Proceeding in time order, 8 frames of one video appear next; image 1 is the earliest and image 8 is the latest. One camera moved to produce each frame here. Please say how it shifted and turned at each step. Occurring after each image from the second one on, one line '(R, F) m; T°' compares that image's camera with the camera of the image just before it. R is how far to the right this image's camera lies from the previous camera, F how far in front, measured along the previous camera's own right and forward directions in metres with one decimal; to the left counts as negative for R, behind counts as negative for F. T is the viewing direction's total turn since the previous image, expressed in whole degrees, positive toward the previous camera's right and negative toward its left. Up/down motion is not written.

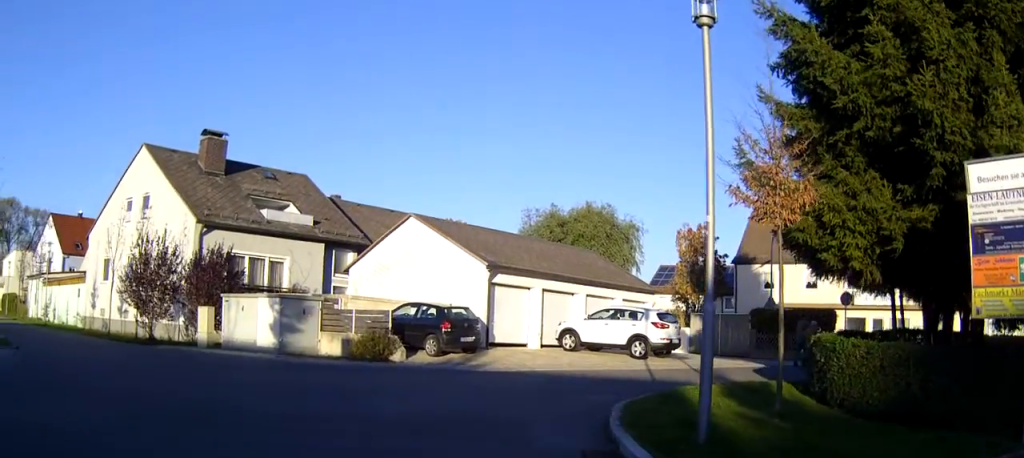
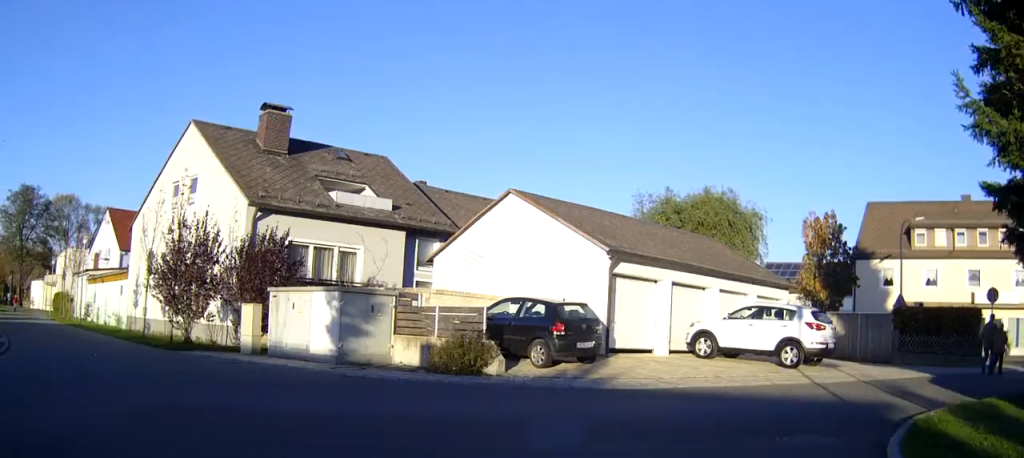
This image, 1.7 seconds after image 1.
(-0.2, +4.5) m; +1°
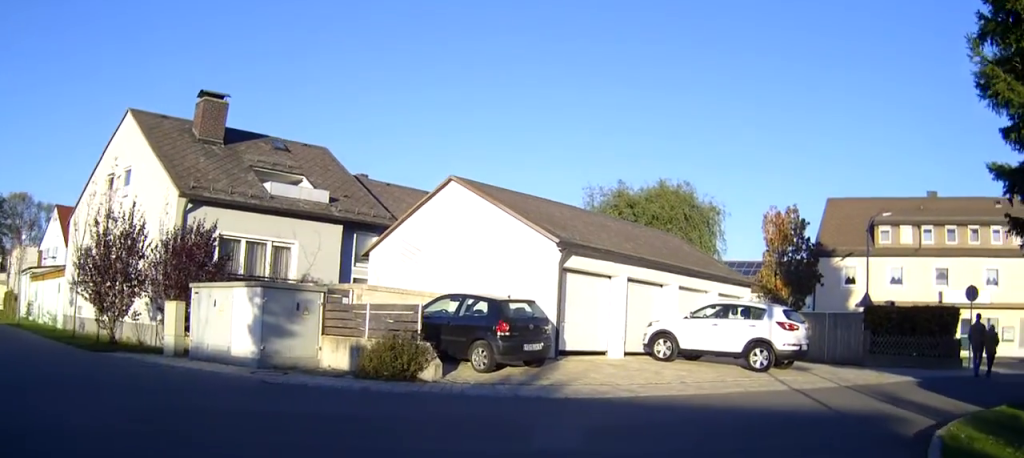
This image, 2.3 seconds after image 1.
(+0.1, +1.7) m; +6°
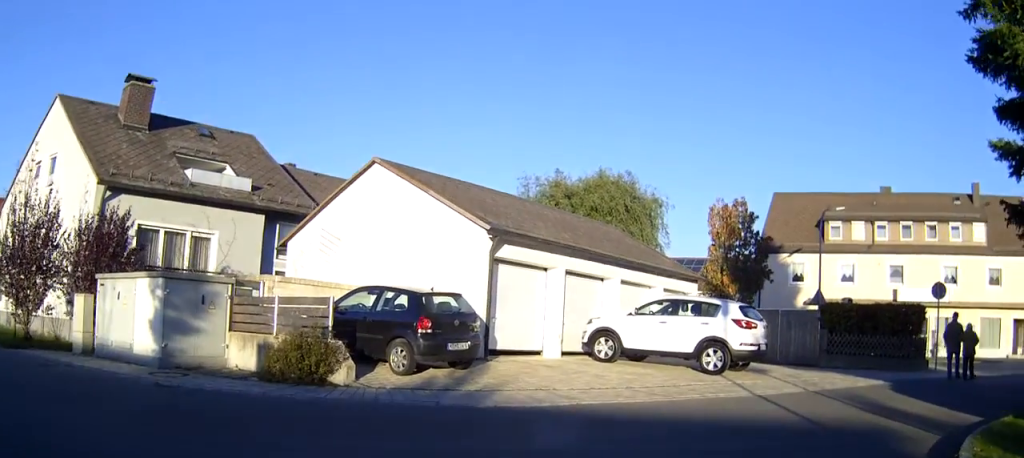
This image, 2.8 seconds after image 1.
(+0.1, +1.7) m; +6°
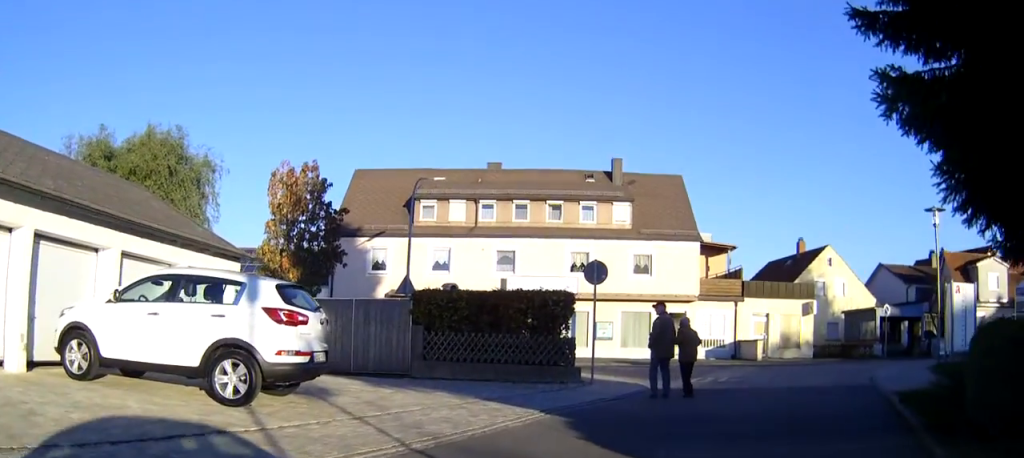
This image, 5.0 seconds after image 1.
(+1.9, +6.8) m; +31°
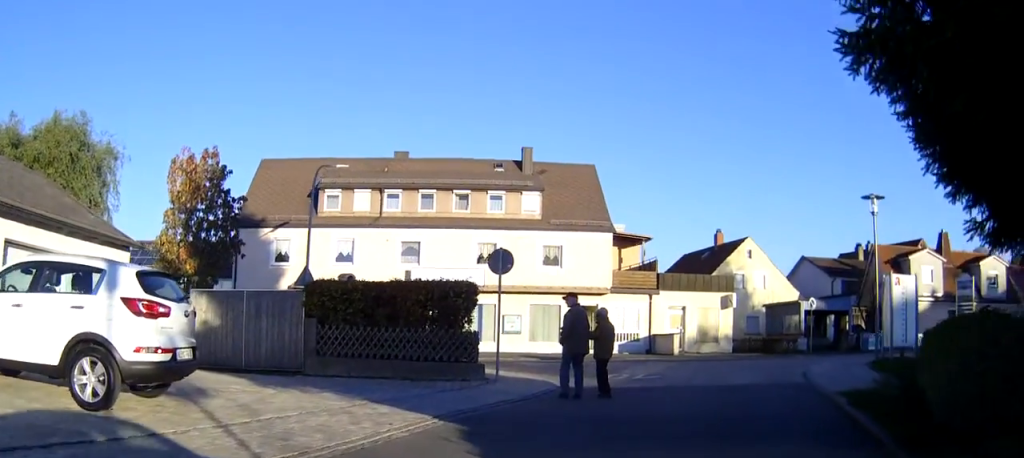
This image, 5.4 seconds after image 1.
(+0.1, +1.4) m; +7°
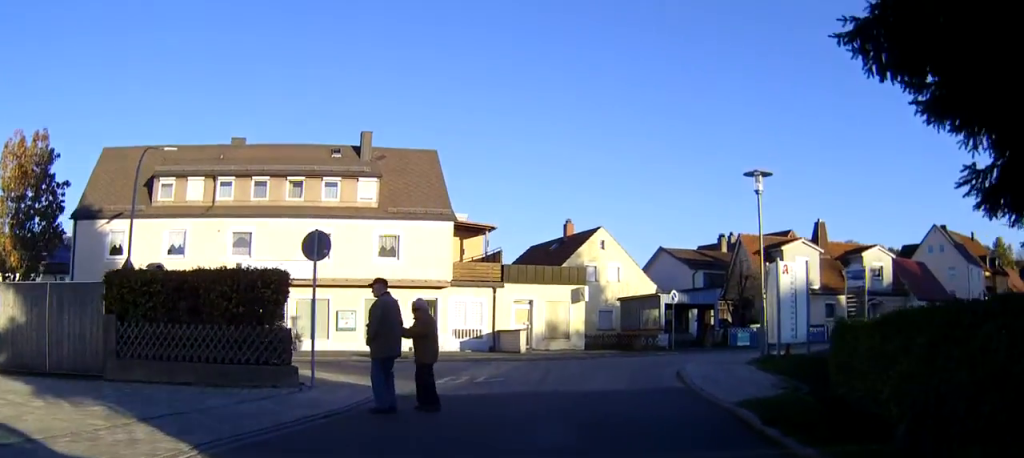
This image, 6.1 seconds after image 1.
(+0.3, +2.6) m; +11°
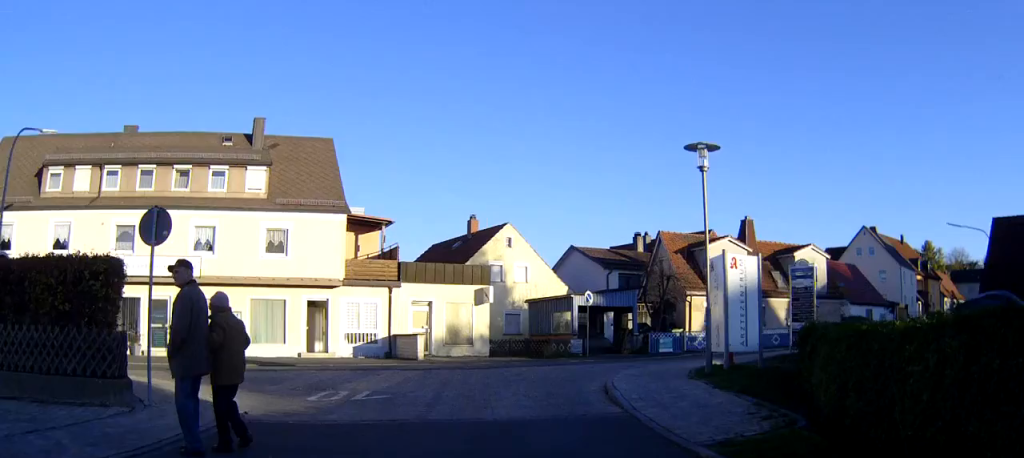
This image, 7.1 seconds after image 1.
(+0.3, +3.2) m; +8°
